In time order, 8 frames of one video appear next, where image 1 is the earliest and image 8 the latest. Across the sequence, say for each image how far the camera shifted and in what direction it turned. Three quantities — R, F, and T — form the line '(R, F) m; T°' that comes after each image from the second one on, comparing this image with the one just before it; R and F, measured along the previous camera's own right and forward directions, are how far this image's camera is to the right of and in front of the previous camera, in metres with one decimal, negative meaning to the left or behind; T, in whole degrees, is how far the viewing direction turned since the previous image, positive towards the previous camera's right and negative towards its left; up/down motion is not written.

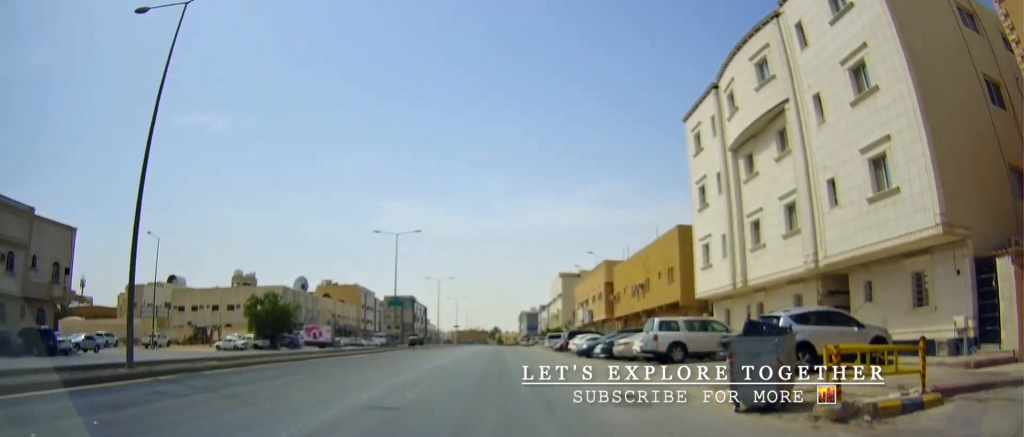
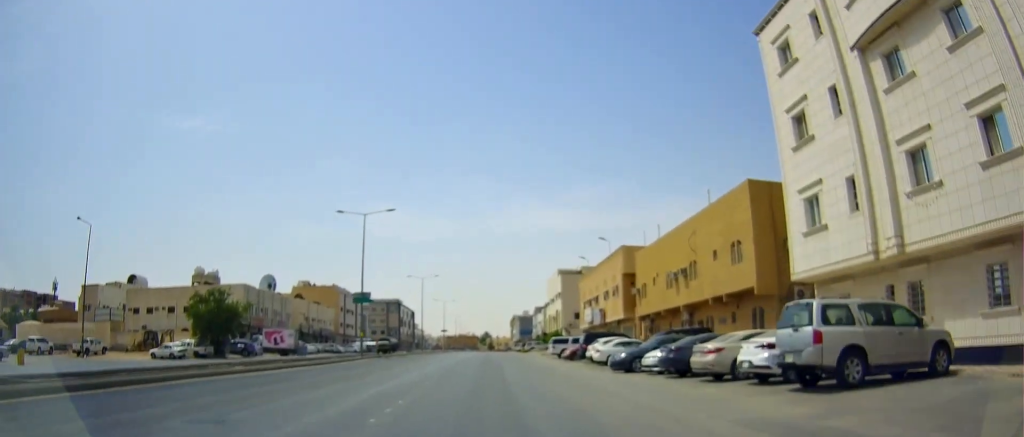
(+0.4, +12.7) m; +1°
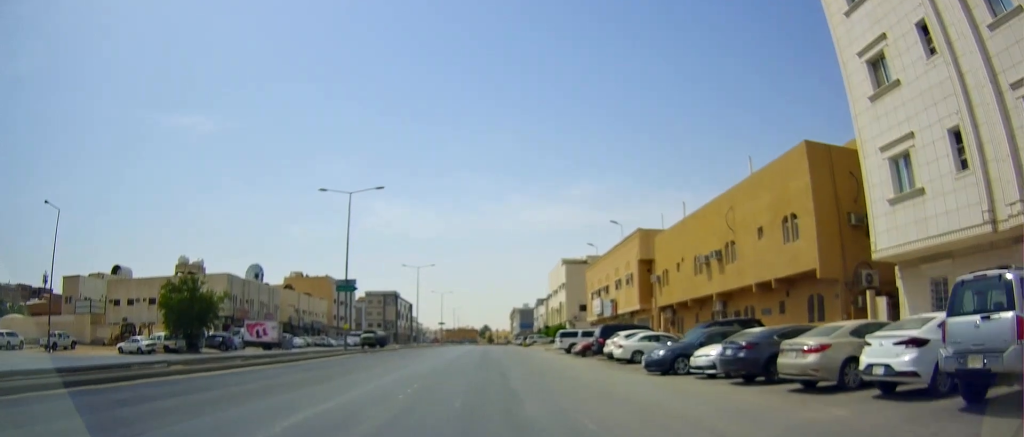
(0.0, +5.8) m; -1°
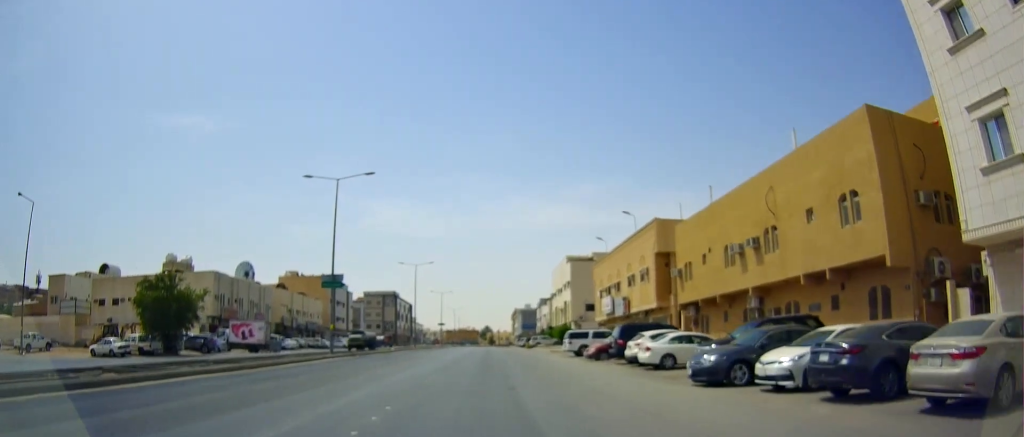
(-0.1, +4.7) m; -1°
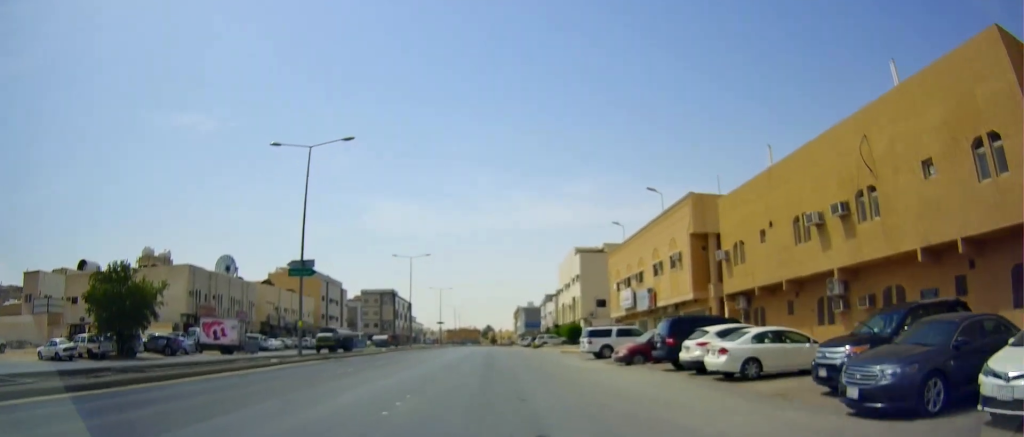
(-0.1, +7.6) m; 0°
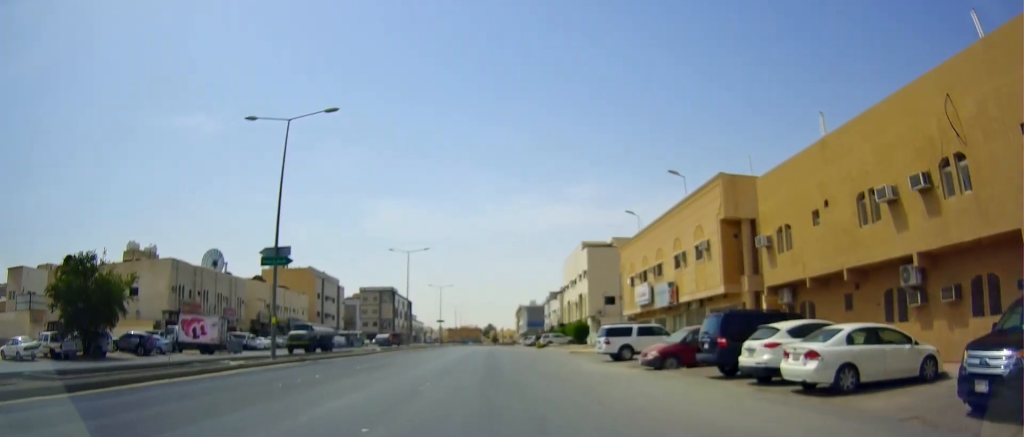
(0.0, +4.6) m; +1°
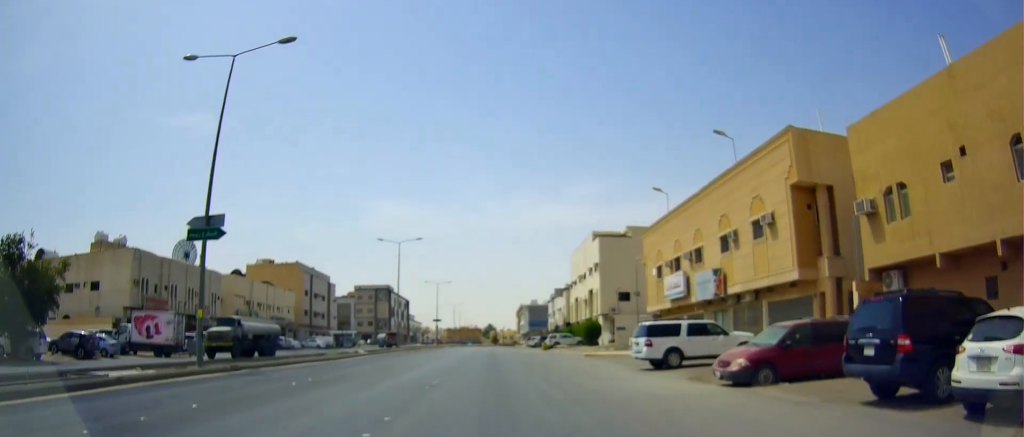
(+0.2, +7.8) m; -1°
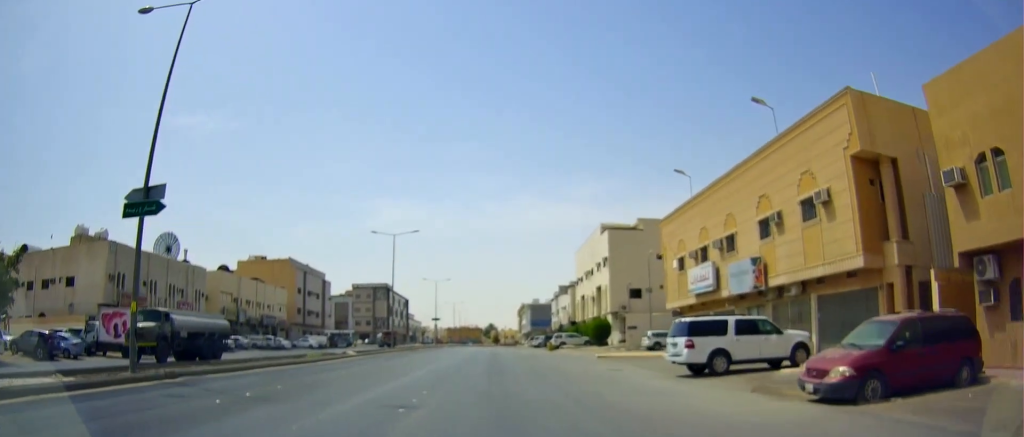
(0.0, +4.5) m; 0°
